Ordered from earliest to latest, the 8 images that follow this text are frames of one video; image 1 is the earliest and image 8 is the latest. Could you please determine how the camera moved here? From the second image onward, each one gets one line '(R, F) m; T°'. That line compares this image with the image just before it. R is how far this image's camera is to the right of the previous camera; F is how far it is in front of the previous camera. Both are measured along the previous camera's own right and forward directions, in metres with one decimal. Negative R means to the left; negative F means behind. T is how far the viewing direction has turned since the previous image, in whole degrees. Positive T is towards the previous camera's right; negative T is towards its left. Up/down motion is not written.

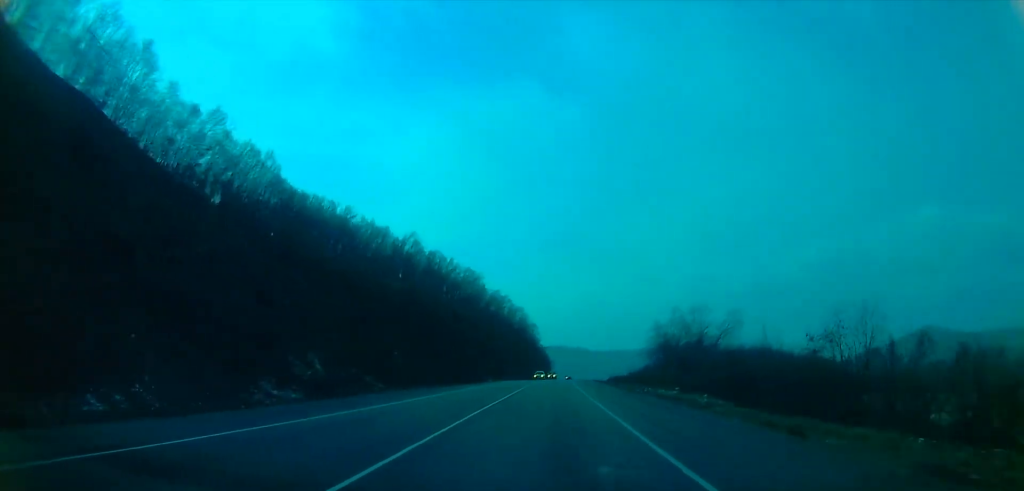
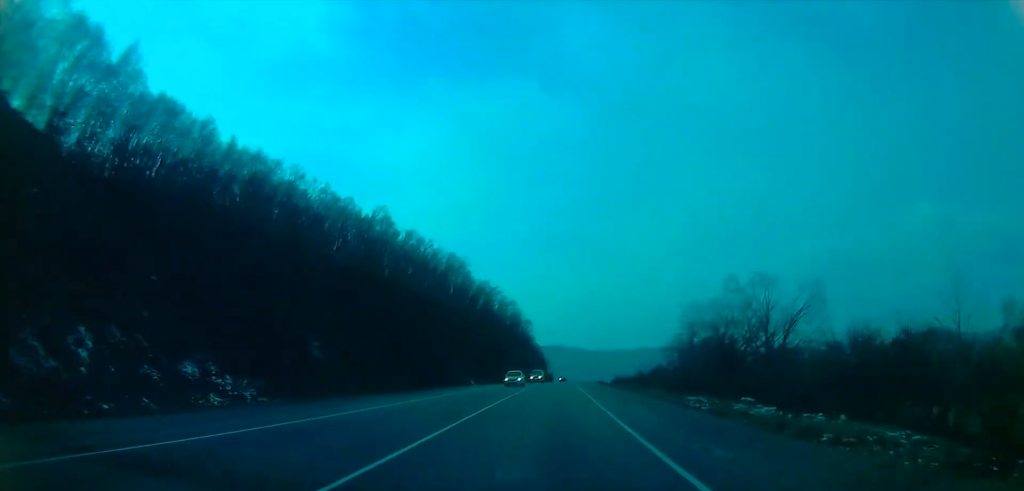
(+0.3, +29.7) m; 0°
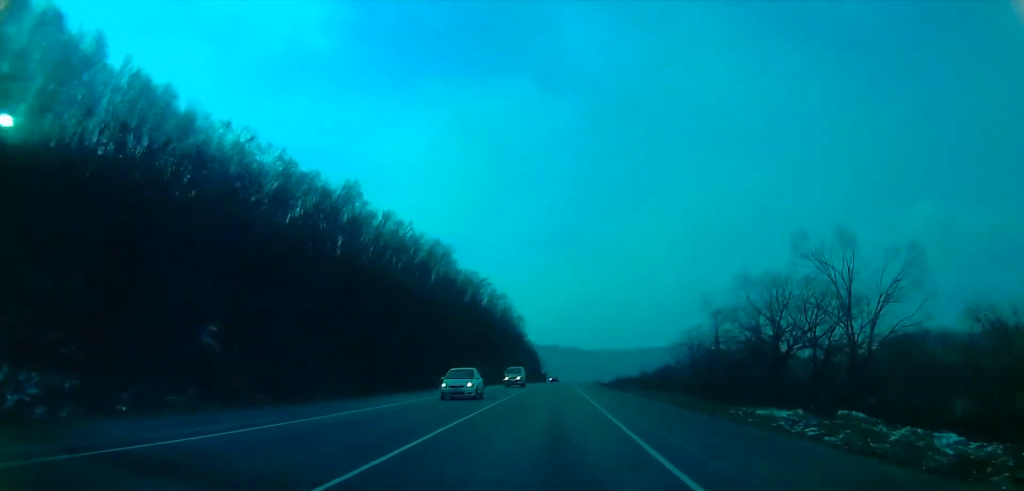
(-0.2, +19.0) m; 0°
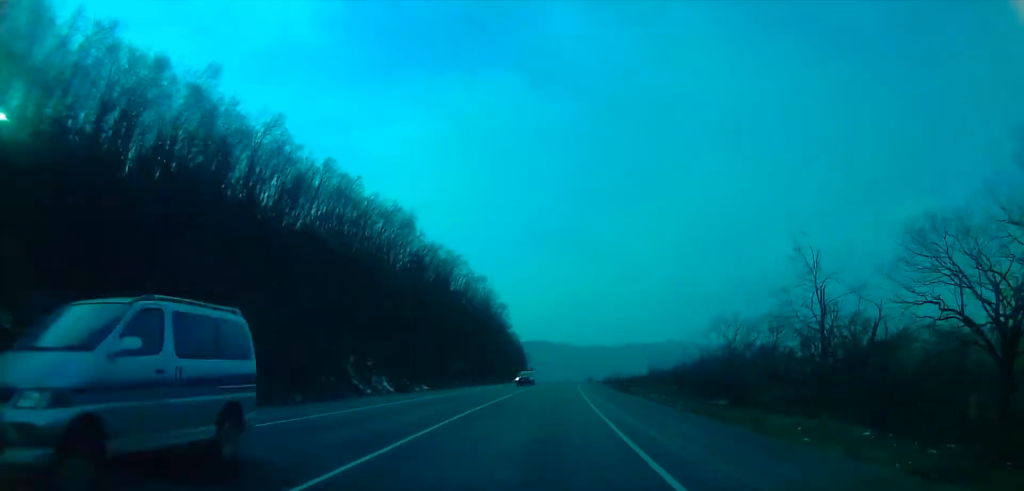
(+0.1, +35.8) m; +1°
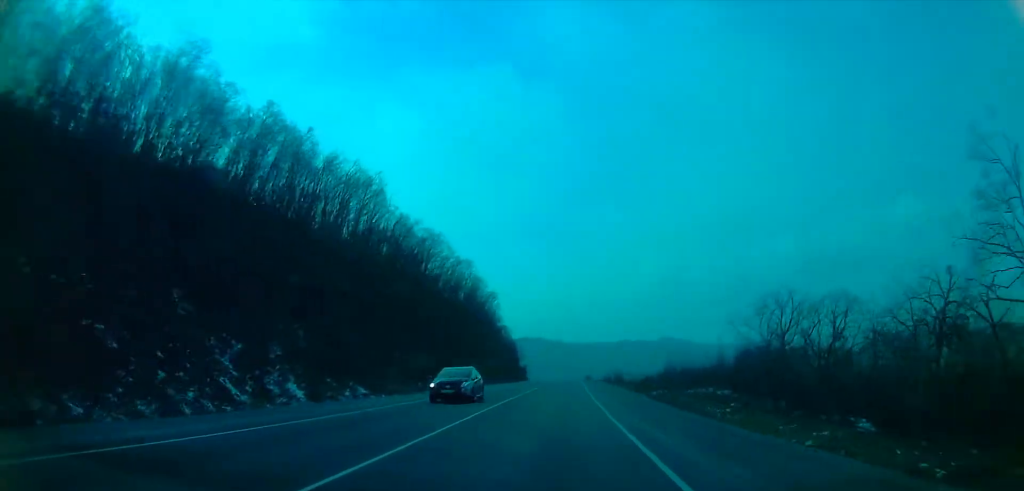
(+0.2, +25.2) m; +1°
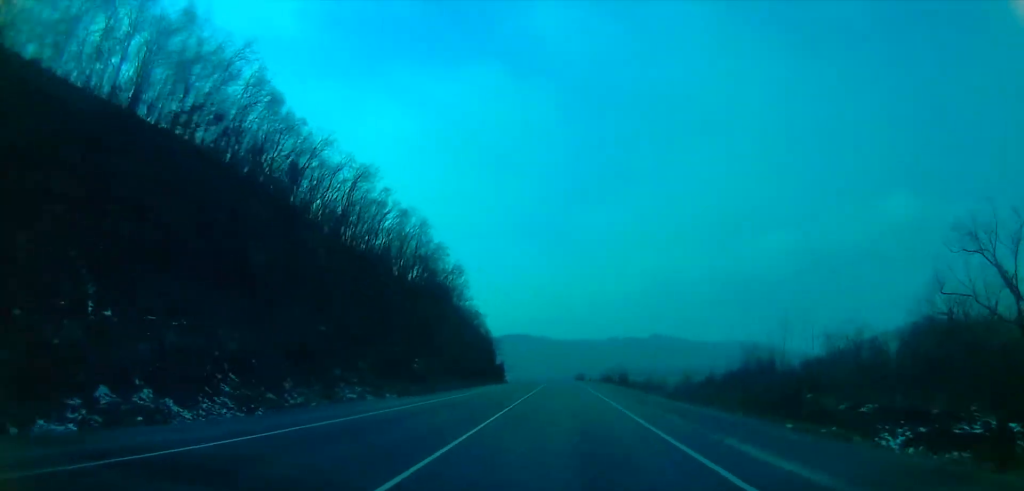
(0.0, +51.8) m; +1°
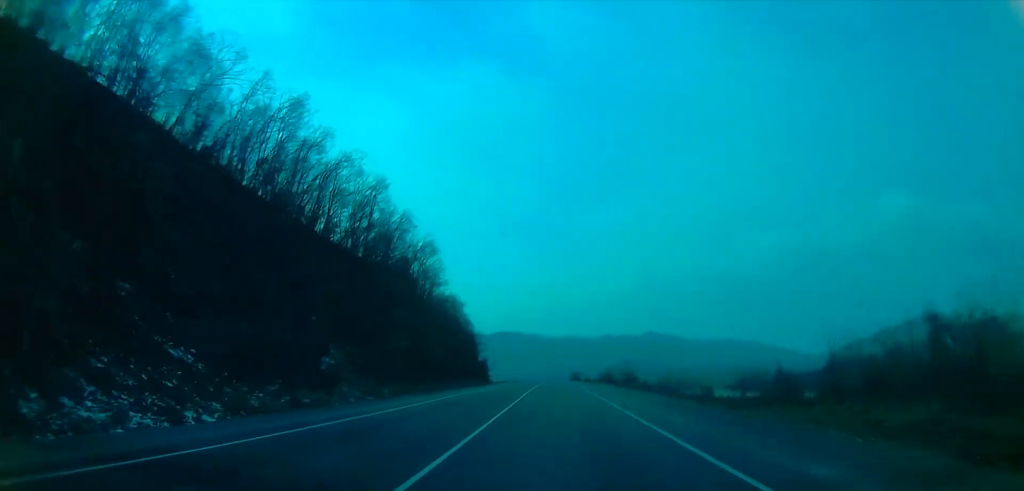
(+0.6, +29.1) m; +2°
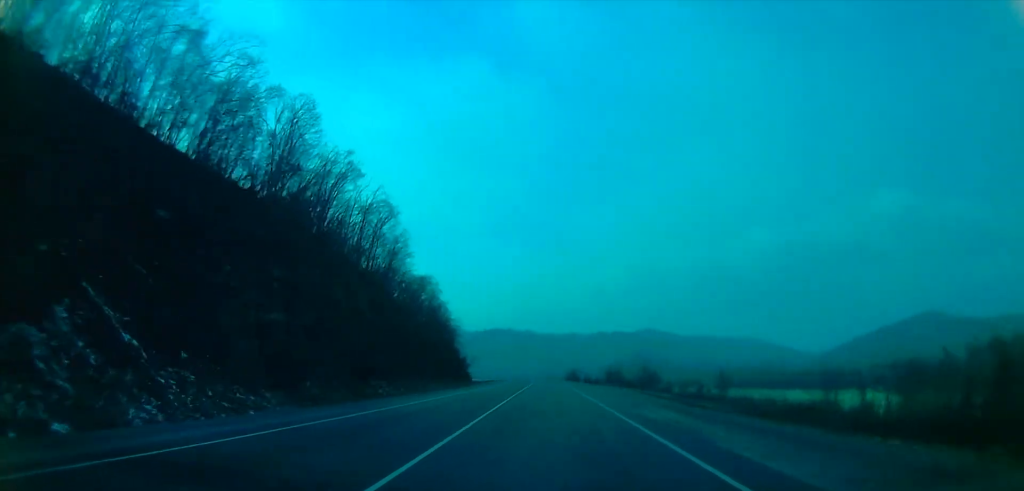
(+0.7, +32.8) m; +1°
